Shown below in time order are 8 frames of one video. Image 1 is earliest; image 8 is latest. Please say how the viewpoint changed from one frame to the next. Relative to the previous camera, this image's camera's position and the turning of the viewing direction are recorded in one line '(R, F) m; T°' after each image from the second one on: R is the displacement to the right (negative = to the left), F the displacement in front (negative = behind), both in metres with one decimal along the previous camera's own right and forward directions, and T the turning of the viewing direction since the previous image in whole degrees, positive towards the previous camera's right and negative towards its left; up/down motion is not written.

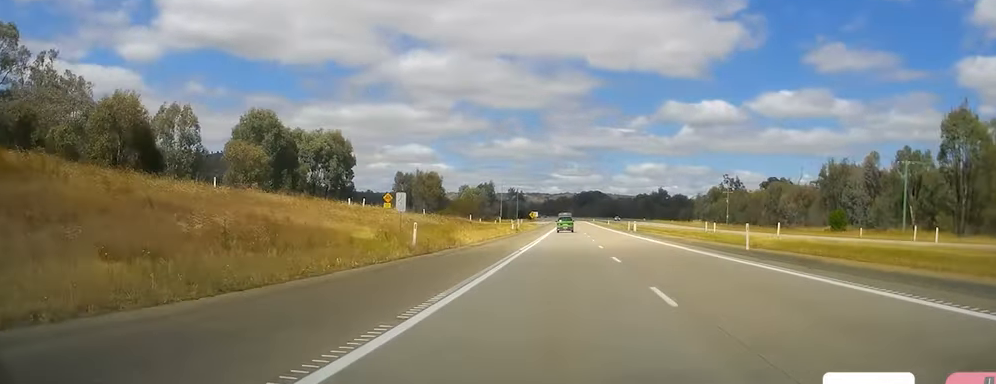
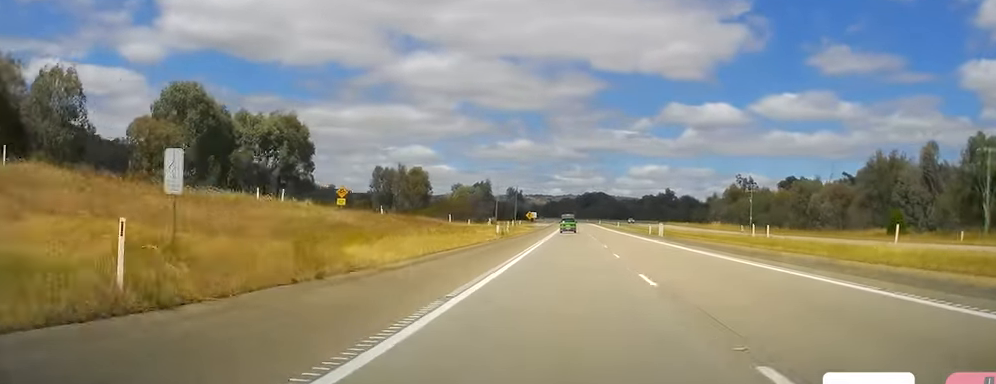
(-0.4, +20.1) m; -1°
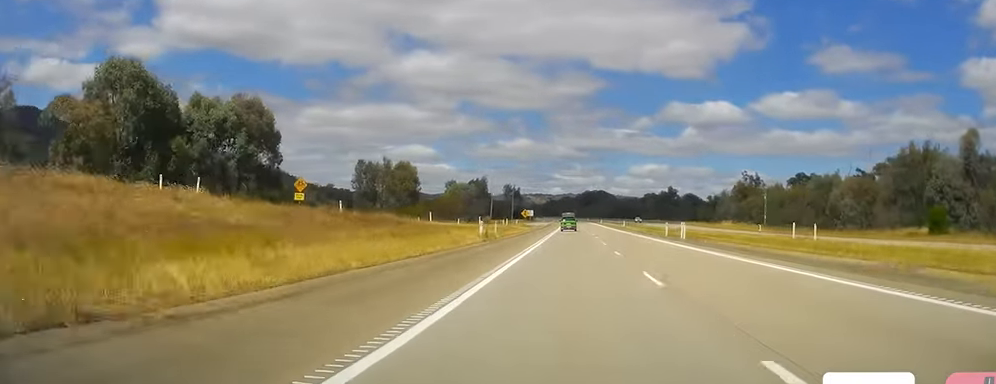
(0.0, +11.5) m; 0°
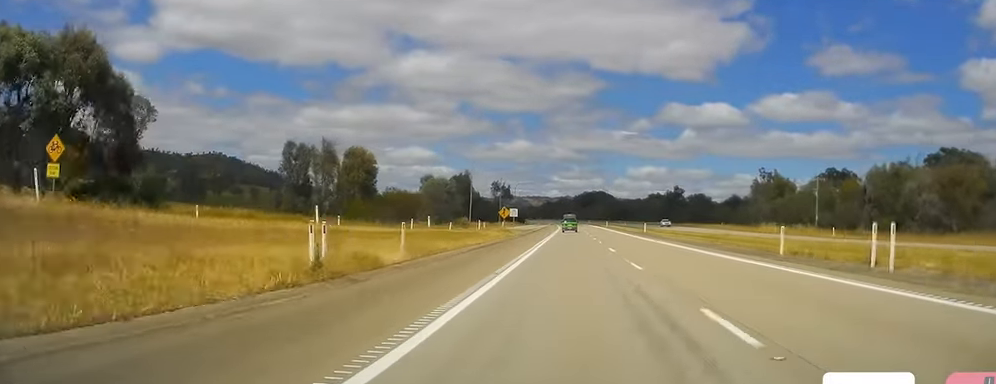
(+0.1, +31.8) m; 0°
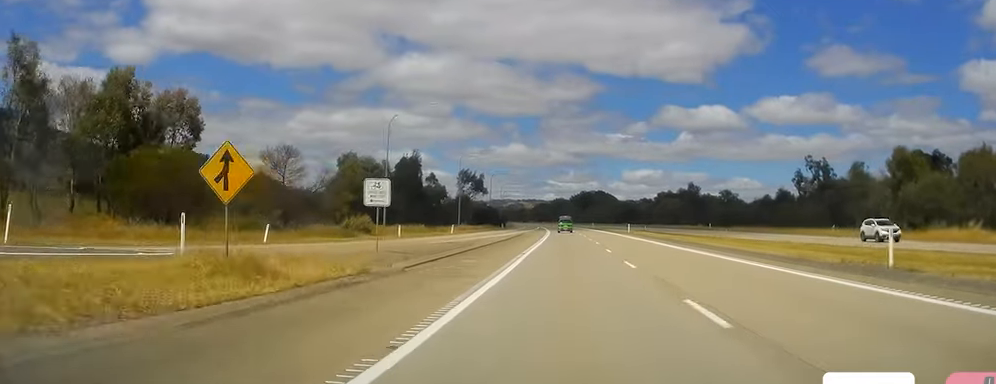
(+0.1, +59.8) m; 0°
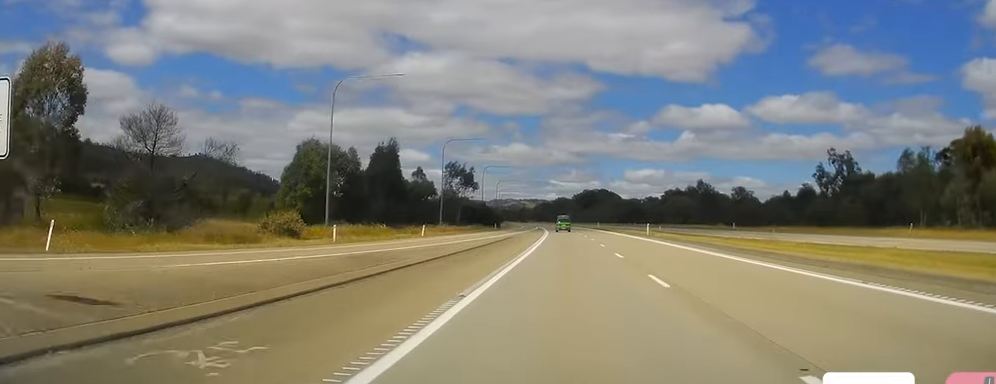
(-0.2, +18.3) m; 0°
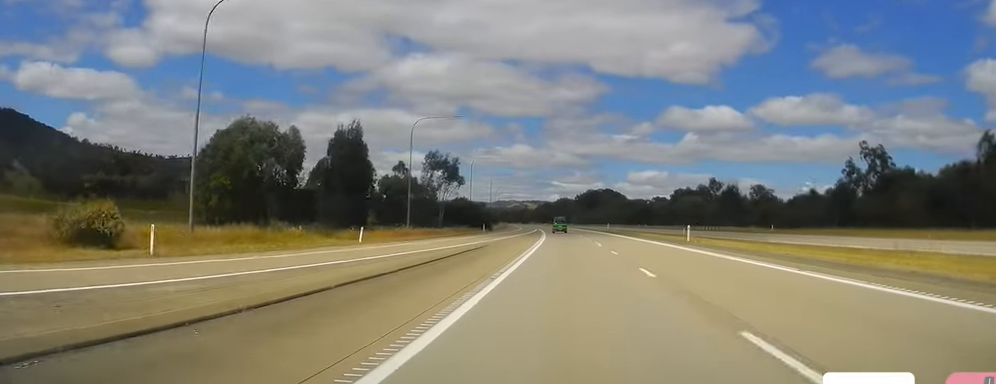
(+0.5, +21.3) m; 0°
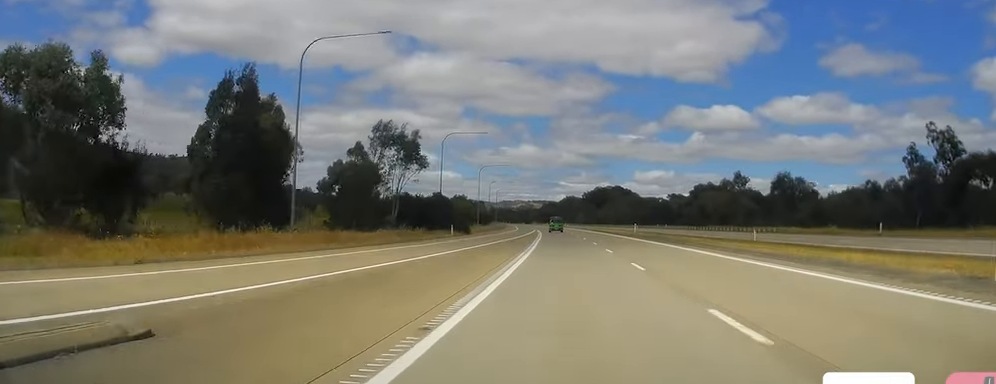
(-0.2, +33.9) m; -2°
